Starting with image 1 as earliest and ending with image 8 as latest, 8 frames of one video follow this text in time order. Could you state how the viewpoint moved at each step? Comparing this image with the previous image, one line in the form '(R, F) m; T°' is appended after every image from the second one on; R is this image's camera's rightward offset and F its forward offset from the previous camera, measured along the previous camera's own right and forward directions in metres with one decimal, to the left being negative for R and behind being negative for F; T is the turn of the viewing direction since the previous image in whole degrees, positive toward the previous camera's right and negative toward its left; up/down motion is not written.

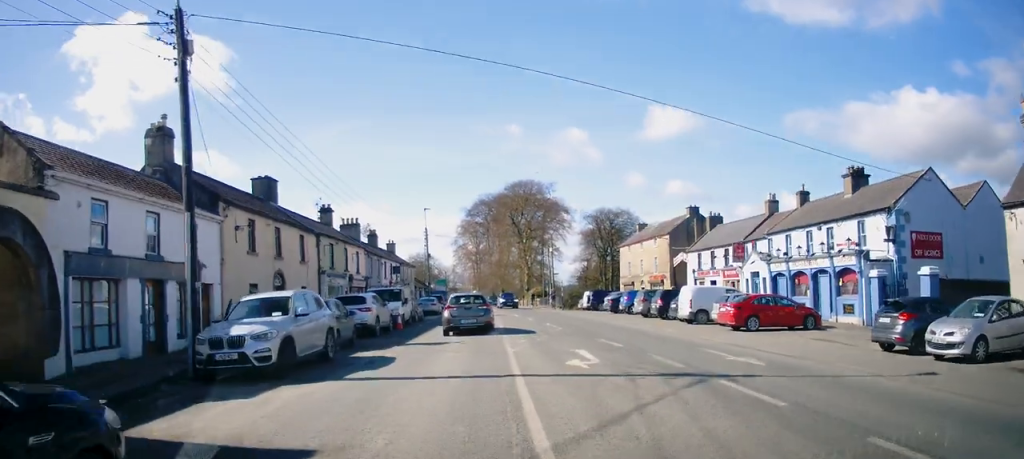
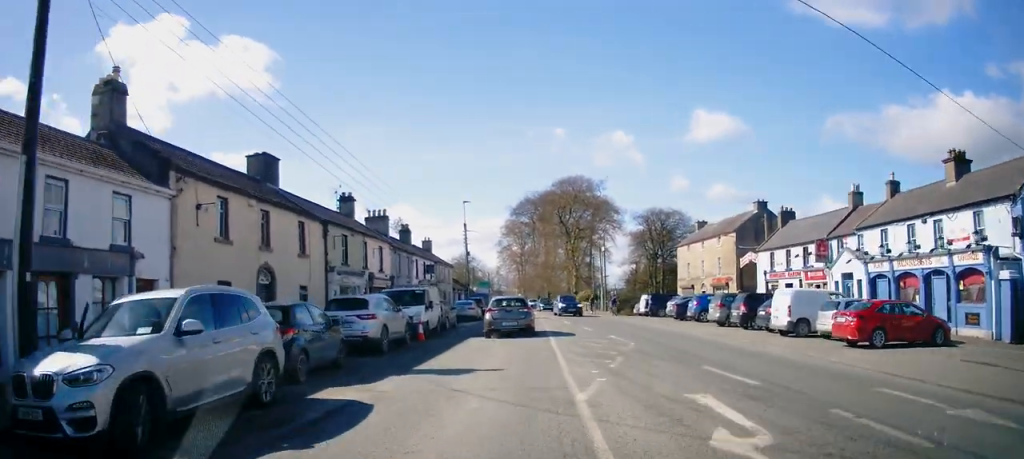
(-0.2, +6.0) m; -2°
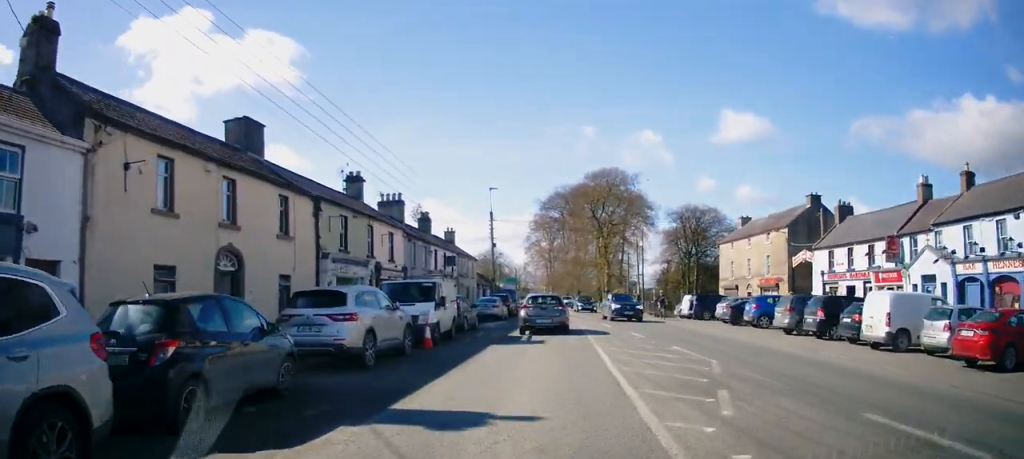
(0.0, +4.9) m; 0°
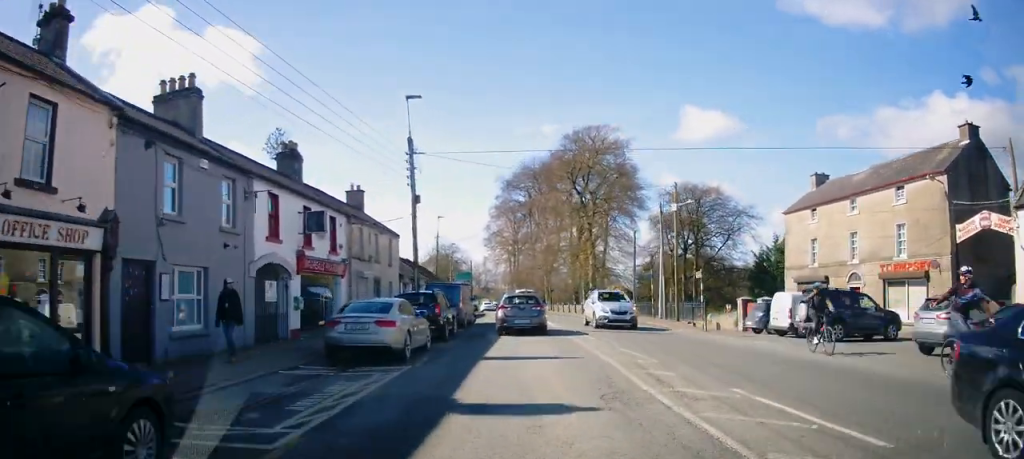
(+1.4, +21.6) m; +5°
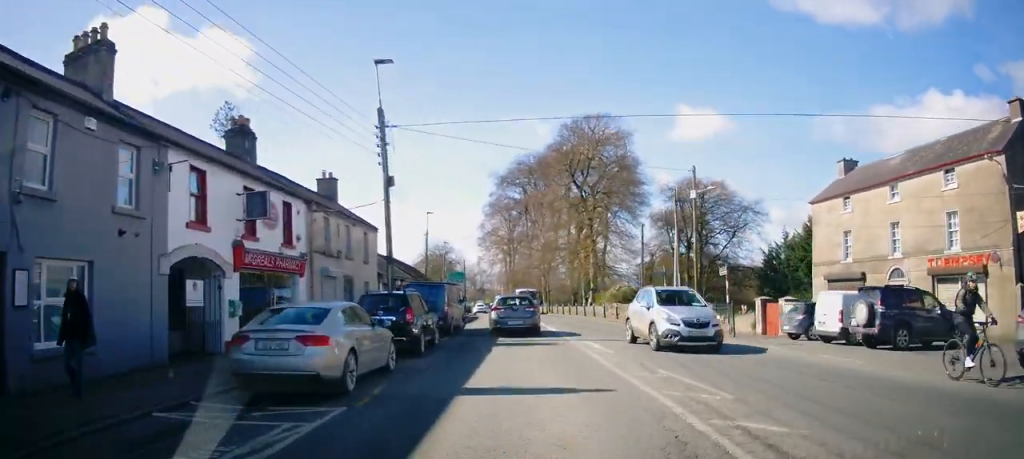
(-0.1, +4.3) m; -1°
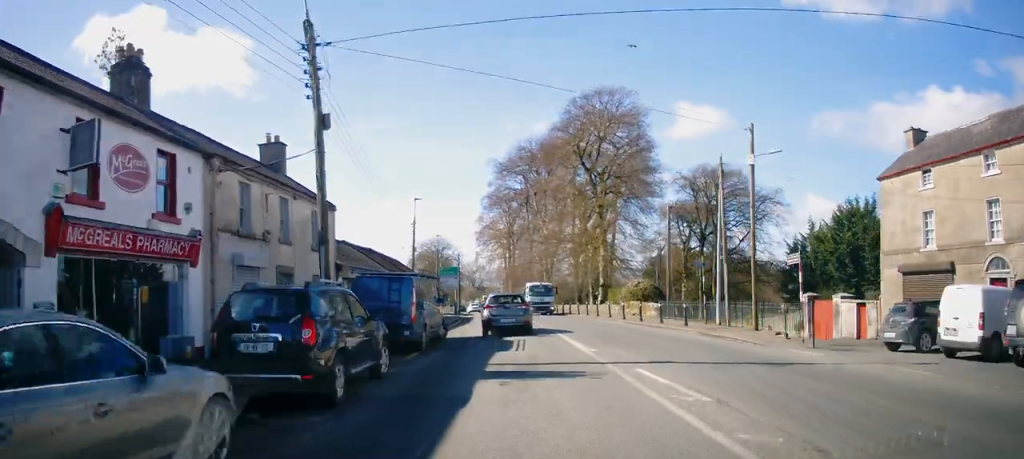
(0.0, +6.9) m; 0°
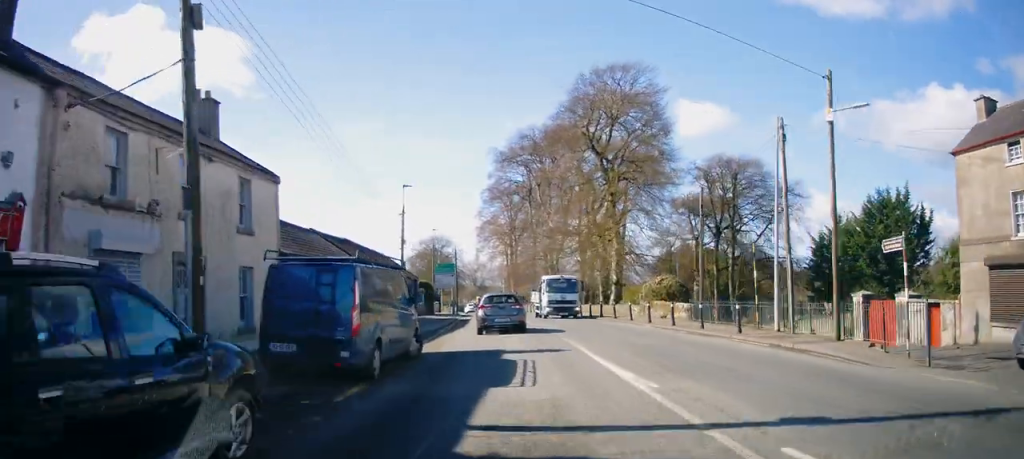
(0.0, +5.8) m; -1°
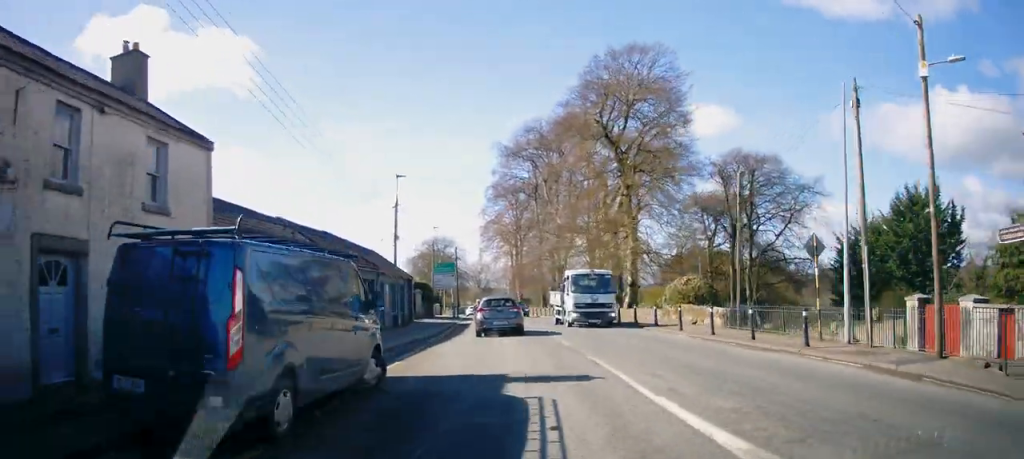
(+0.1, +4.4) m; -1°
